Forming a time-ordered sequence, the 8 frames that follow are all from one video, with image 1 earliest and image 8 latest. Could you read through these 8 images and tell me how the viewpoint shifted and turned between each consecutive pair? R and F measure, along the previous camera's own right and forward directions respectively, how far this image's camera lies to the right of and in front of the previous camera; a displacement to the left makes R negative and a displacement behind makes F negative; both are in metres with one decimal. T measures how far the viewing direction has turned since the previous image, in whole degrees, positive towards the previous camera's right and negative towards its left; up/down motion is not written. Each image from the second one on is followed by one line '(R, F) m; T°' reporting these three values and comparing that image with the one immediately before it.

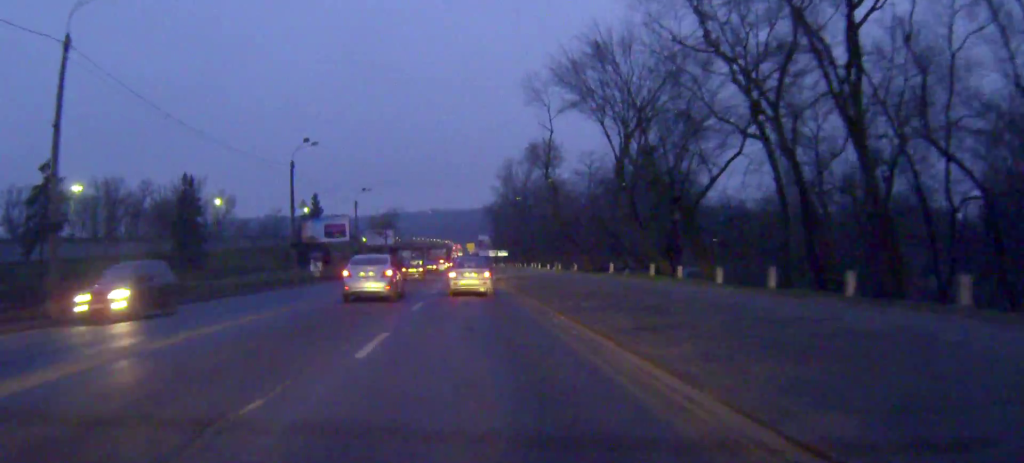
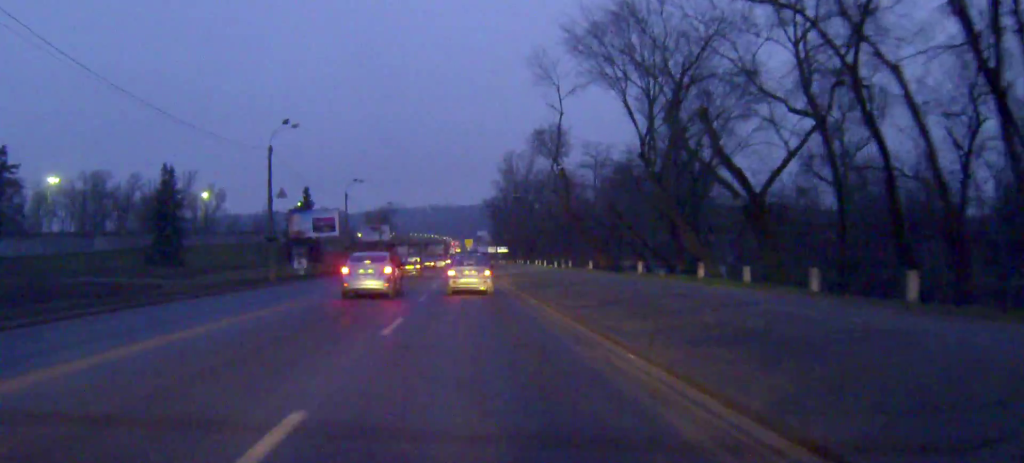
(0.0, +7.1) m; 0°
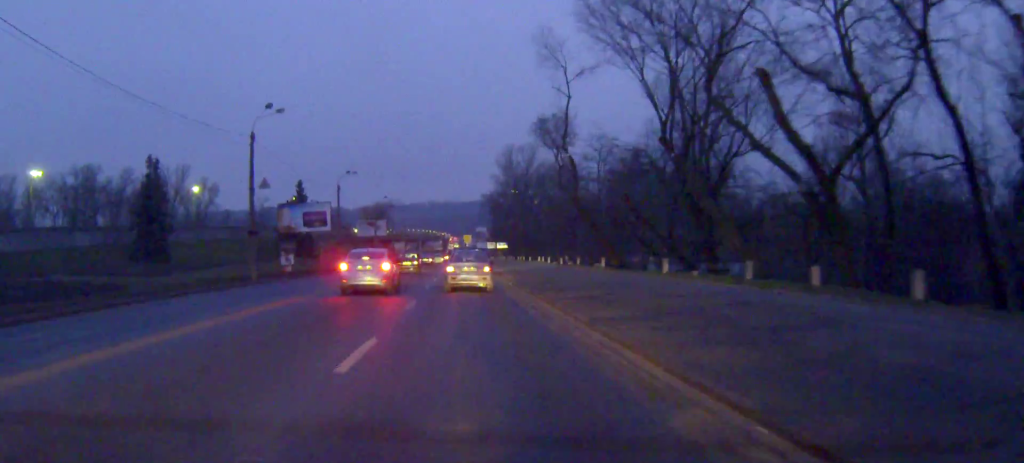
(0.0, +4.7) m; 0°
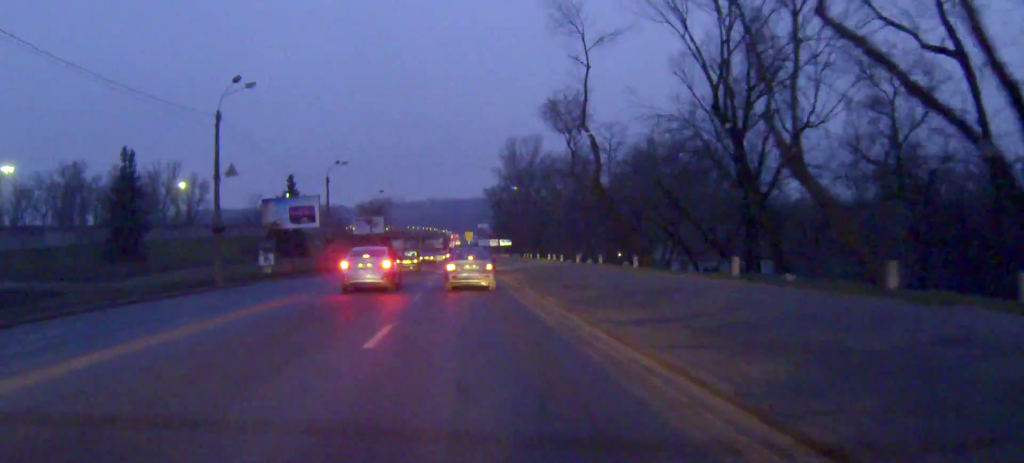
(0.0, +7.9) m; 0°
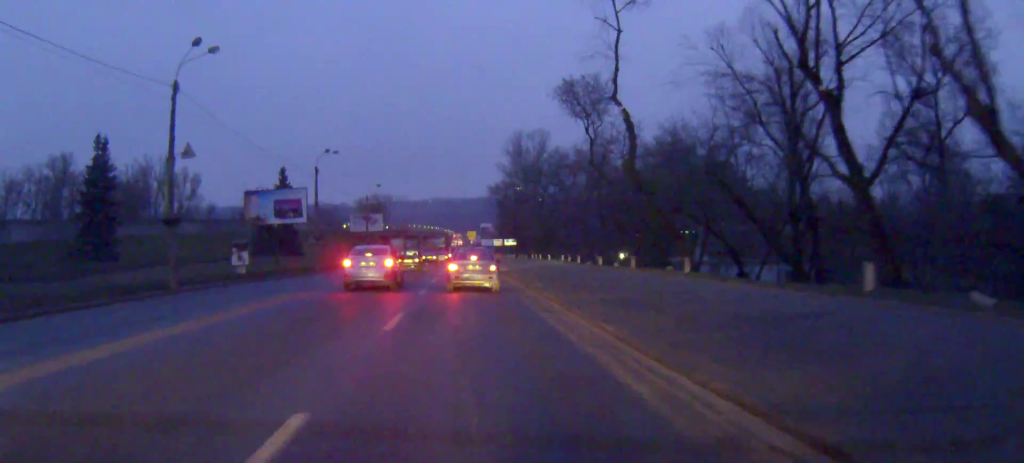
(0.0, +8.2) m; -1°
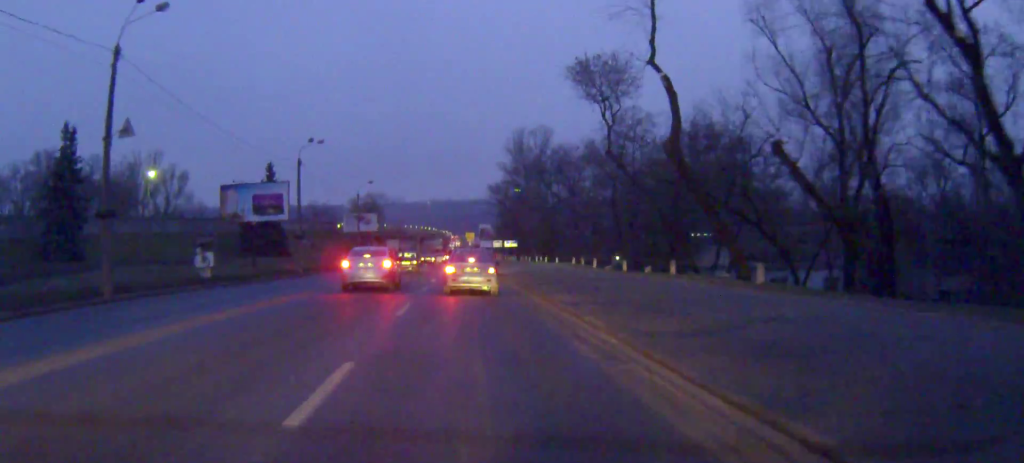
(-0.1, +7.9) m; -2°
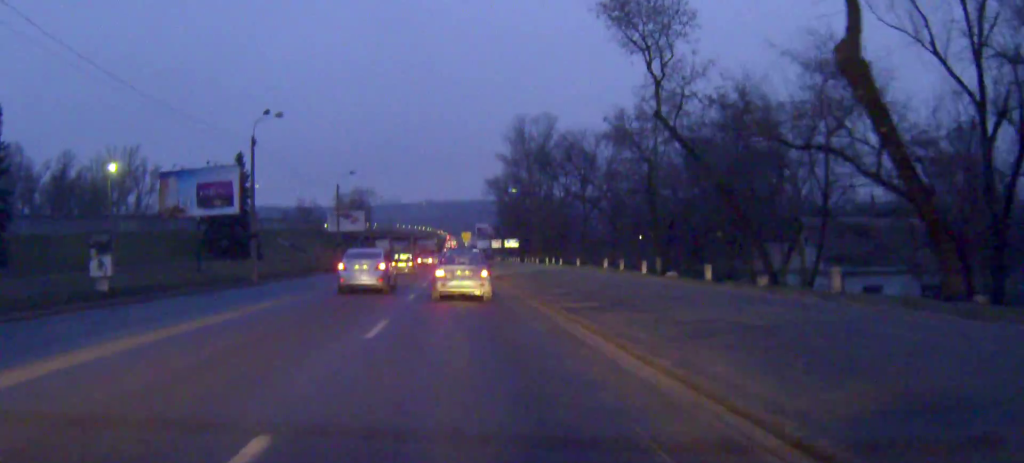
(-0.1, +15.8) m; +1°
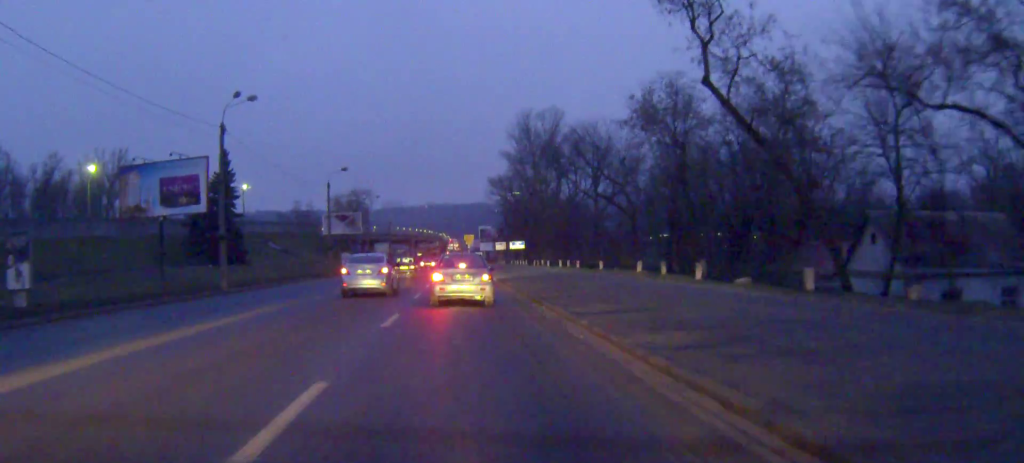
(0.0, +8.2) m; 0°
